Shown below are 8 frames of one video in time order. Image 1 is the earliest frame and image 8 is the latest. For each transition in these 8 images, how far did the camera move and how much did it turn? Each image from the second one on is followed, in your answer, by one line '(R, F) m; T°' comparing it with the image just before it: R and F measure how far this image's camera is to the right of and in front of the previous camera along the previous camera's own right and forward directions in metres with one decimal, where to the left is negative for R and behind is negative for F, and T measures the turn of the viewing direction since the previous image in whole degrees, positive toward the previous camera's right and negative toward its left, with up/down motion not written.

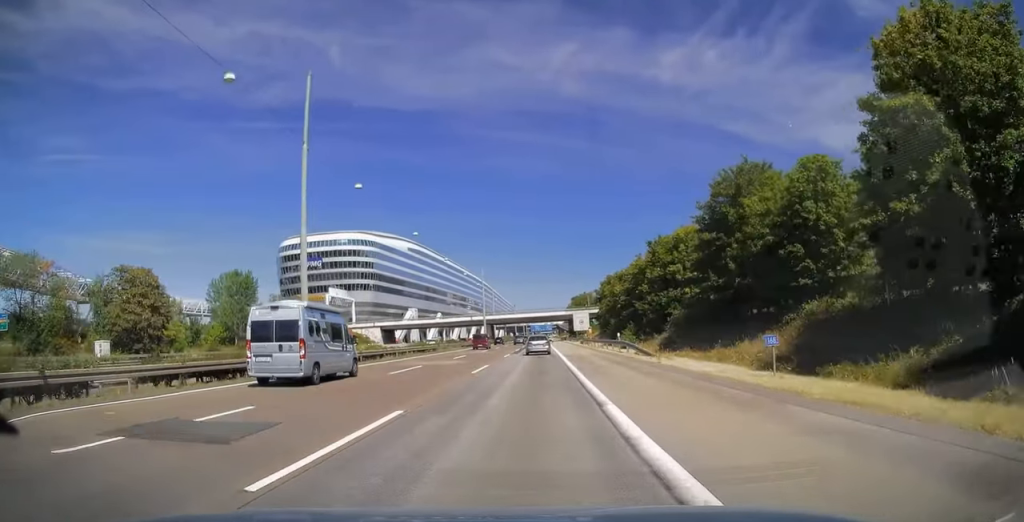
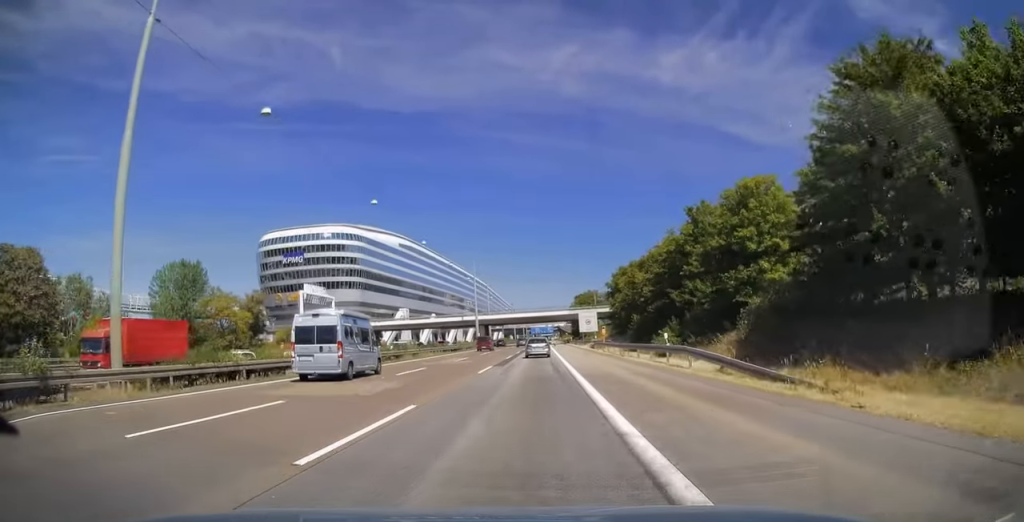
(-0.1, +16.3) m; 0°
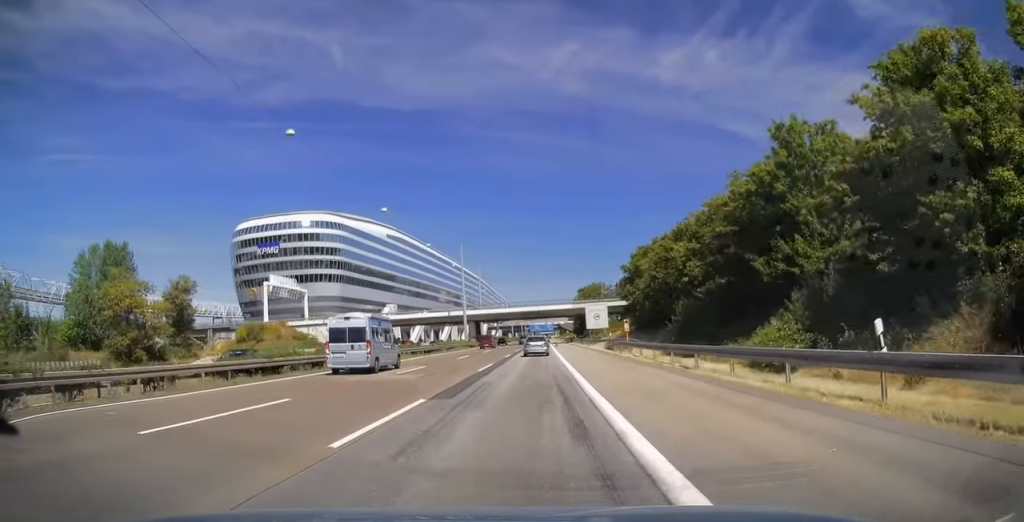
(-0.1, +17.1) m; +1°
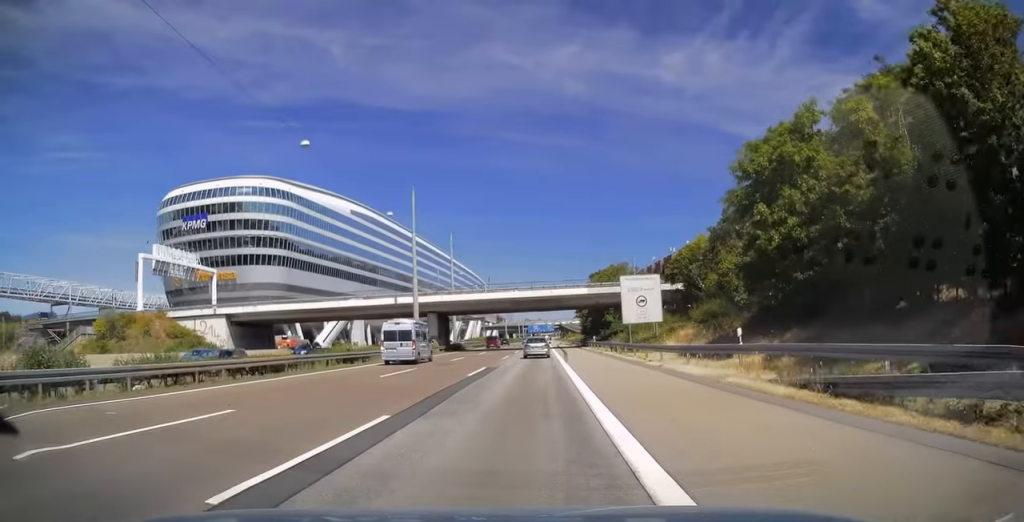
(+0.1, +38.5) m; 0°
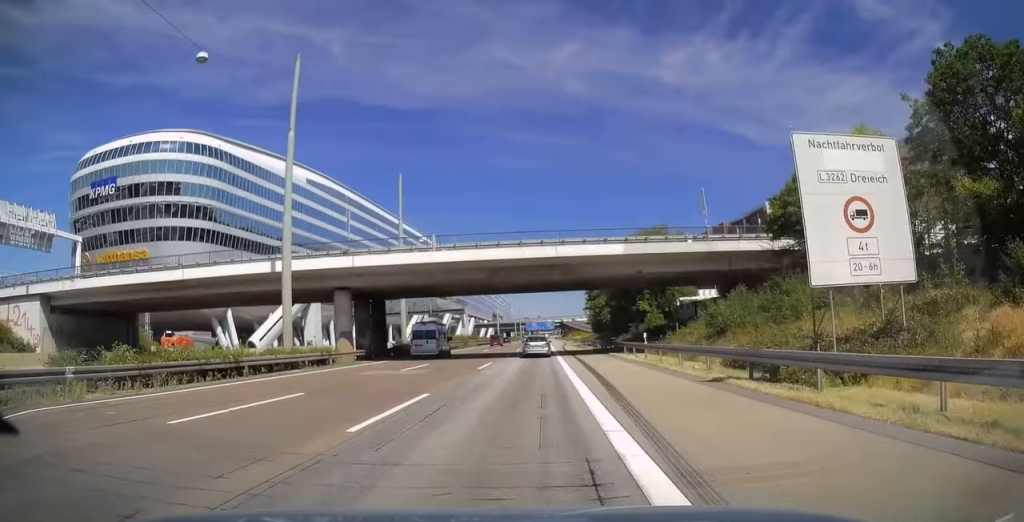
(0.0, +32.0) m; +1°
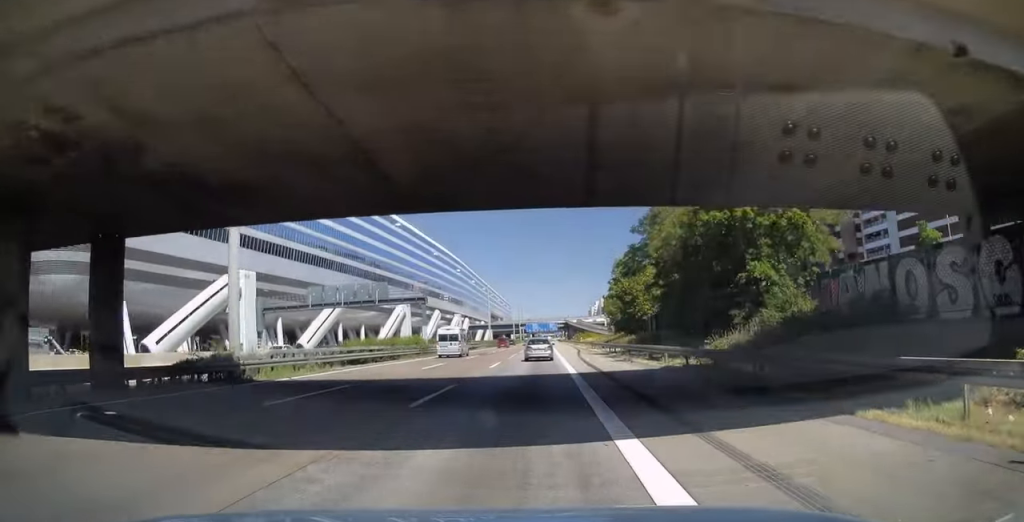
(+0.2, +32.3) m; 0°
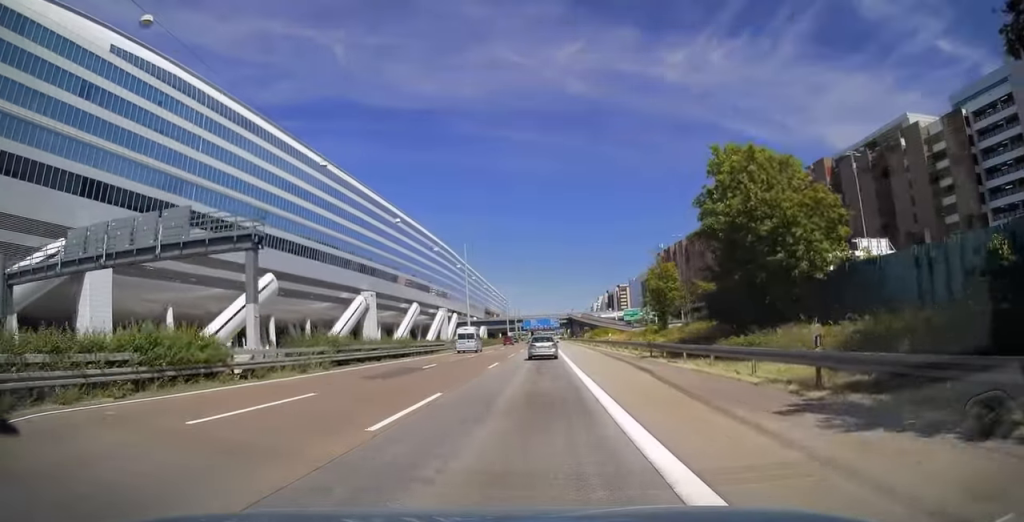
(-0.4, +38.5) m; 0°
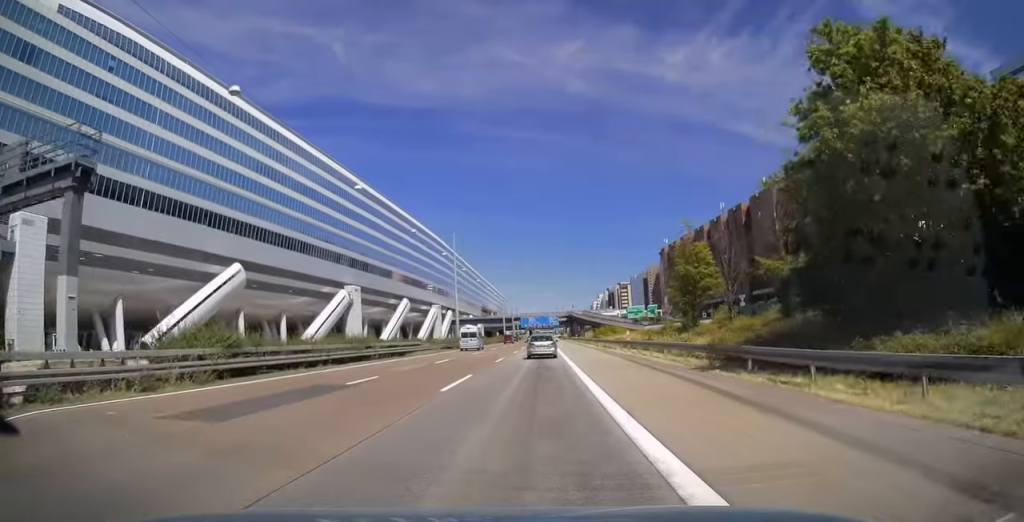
(+0.1, +11.7) m; 0°
